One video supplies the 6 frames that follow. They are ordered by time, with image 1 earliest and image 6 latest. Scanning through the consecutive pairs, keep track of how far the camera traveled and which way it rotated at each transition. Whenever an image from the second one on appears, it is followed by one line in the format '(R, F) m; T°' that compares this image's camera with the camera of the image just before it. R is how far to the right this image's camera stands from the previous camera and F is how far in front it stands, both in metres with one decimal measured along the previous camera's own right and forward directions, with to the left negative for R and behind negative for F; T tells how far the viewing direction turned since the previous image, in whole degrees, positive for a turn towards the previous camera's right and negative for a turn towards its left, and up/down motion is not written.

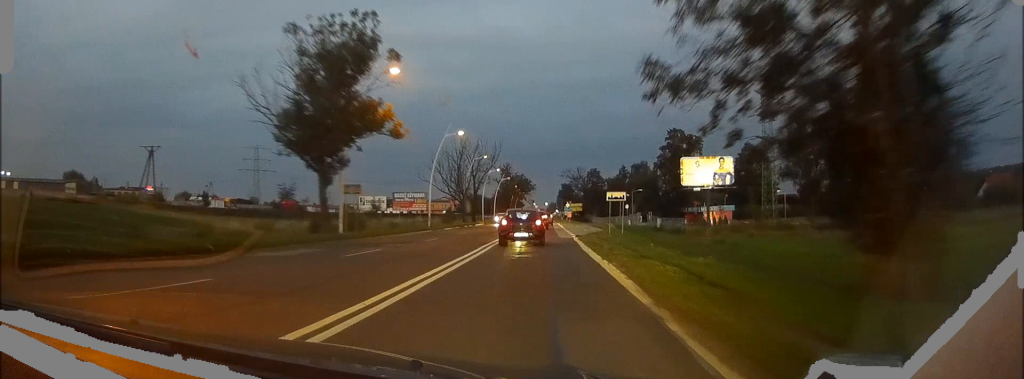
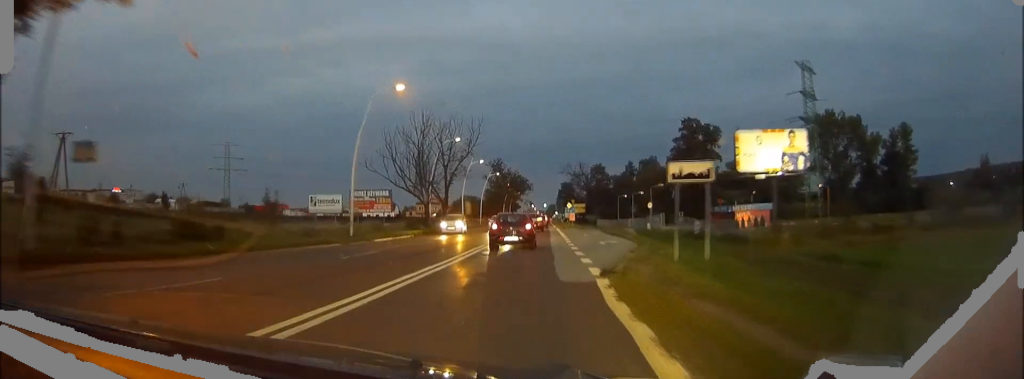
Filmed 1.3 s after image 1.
(+0.3, +23.5) m; 0°
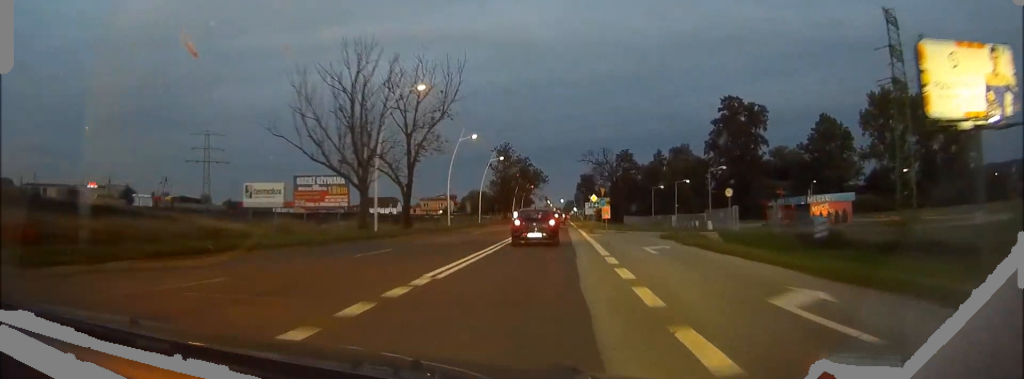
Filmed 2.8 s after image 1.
(-0.3, +25.4) m; -1°
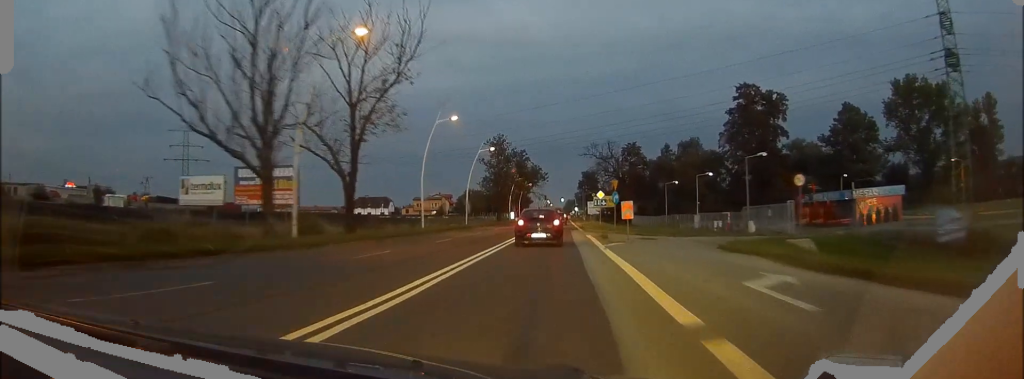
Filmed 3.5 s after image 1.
(-0.1, +13.0) m; 0°
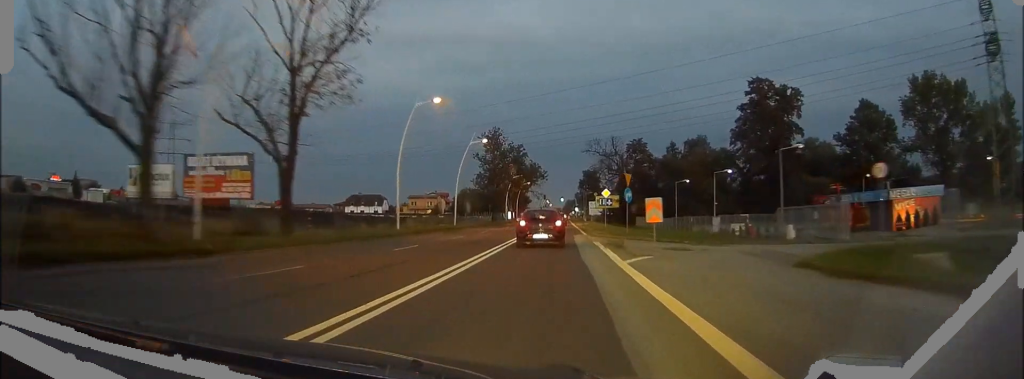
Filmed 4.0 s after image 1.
(0.0, +8.2) m; 0°
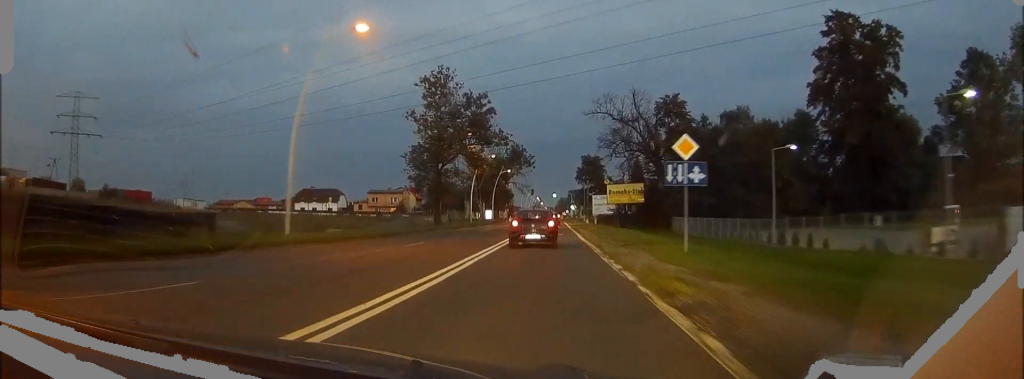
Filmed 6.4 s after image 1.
(+0.1, +42.6) m; 0°
